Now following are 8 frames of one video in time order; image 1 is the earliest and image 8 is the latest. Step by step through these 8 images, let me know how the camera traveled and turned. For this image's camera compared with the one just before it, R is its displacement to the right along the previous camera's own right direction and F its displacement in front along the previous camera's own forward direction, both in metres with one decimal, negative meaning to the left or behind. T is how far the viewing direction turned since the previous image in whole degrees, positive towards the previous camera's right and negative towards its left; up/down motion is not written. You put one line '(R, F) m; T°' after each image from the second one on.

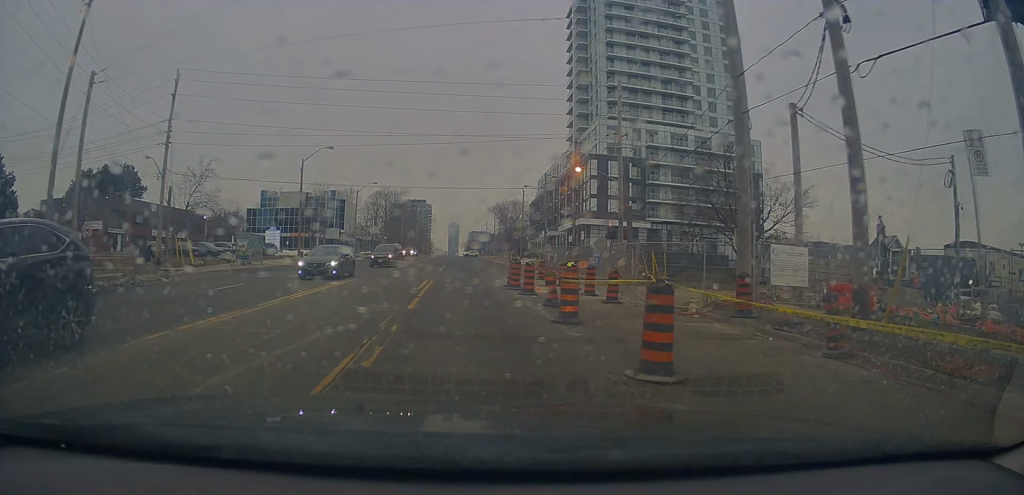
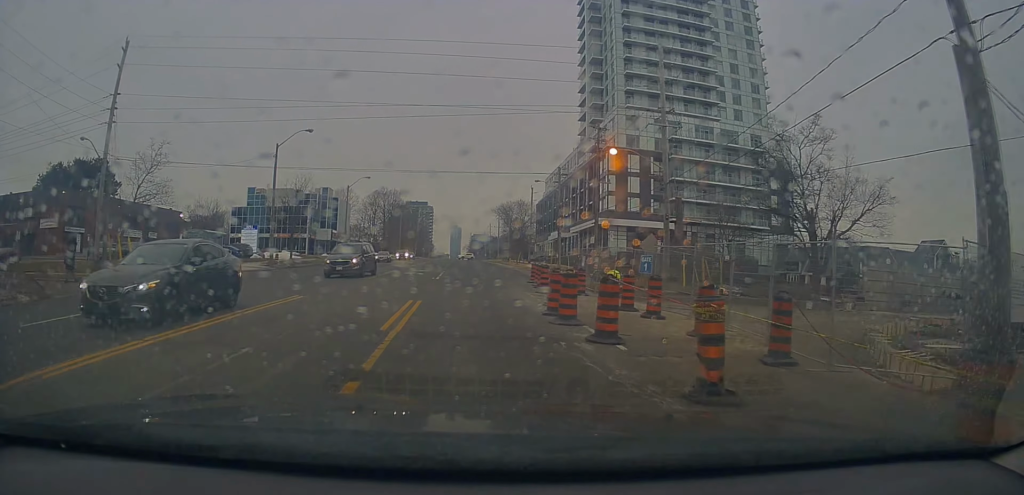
(+0.1, +9.2) m; 0°
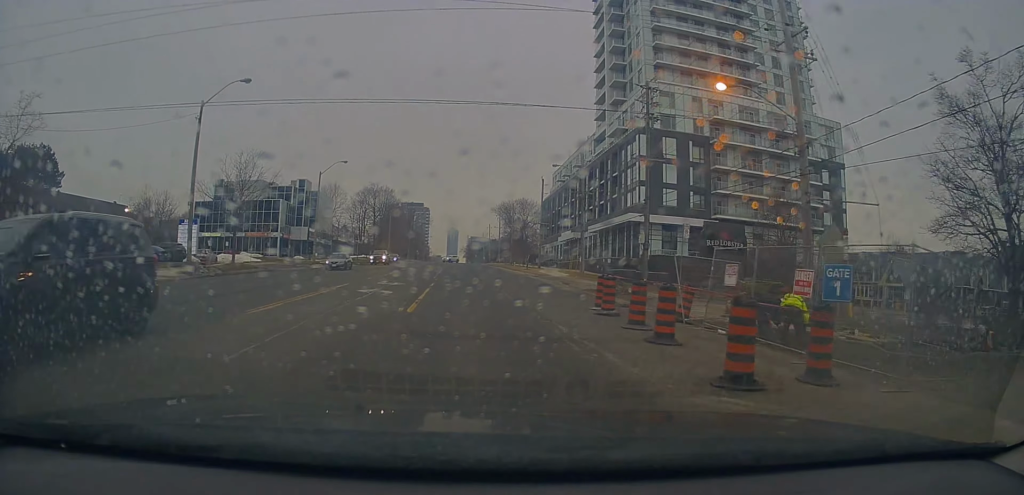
(0.0, +15.7) m; 0°
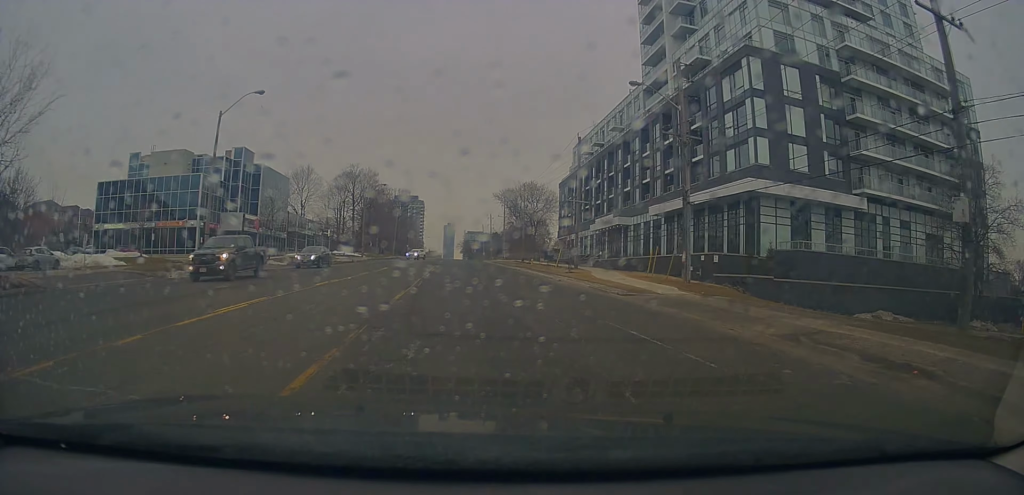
(+0.4, +27.2) m; +3°
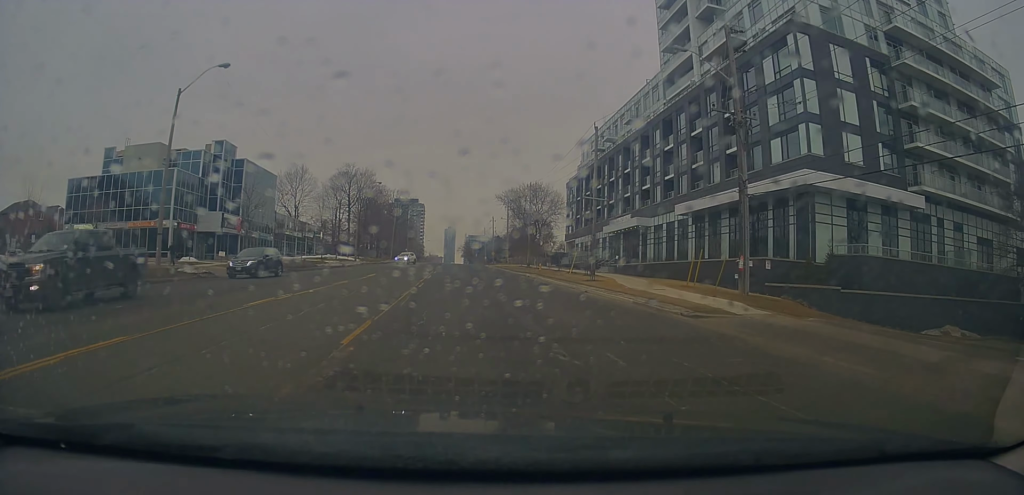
(+0.2, +6.8) m; 0°
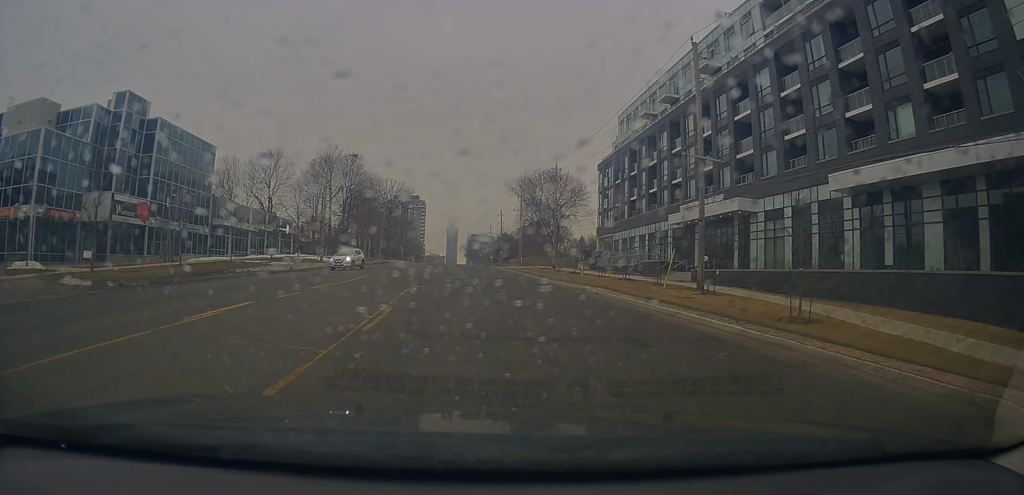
(-0.5, +21.2) m; -2°
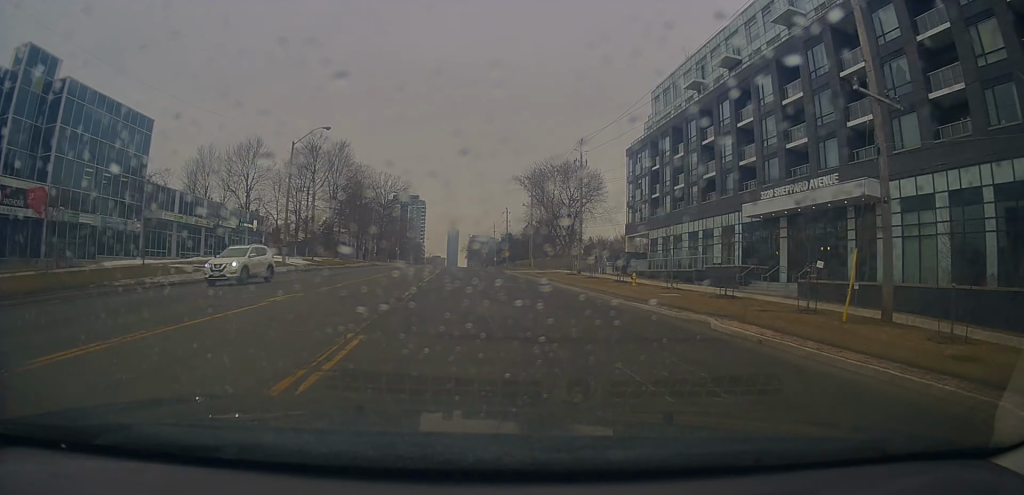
(+0.1, +13.1) m; 0°
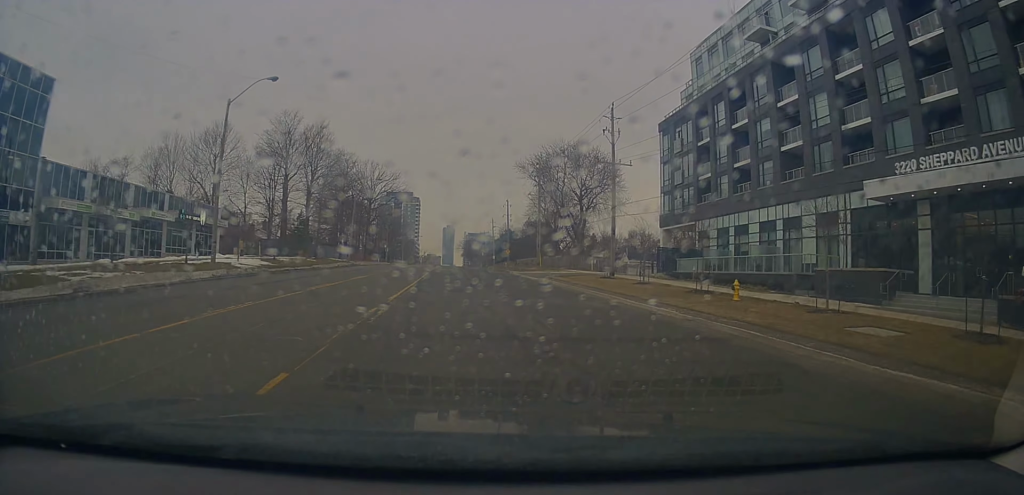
(-0.2, +13.2) m; 0°
